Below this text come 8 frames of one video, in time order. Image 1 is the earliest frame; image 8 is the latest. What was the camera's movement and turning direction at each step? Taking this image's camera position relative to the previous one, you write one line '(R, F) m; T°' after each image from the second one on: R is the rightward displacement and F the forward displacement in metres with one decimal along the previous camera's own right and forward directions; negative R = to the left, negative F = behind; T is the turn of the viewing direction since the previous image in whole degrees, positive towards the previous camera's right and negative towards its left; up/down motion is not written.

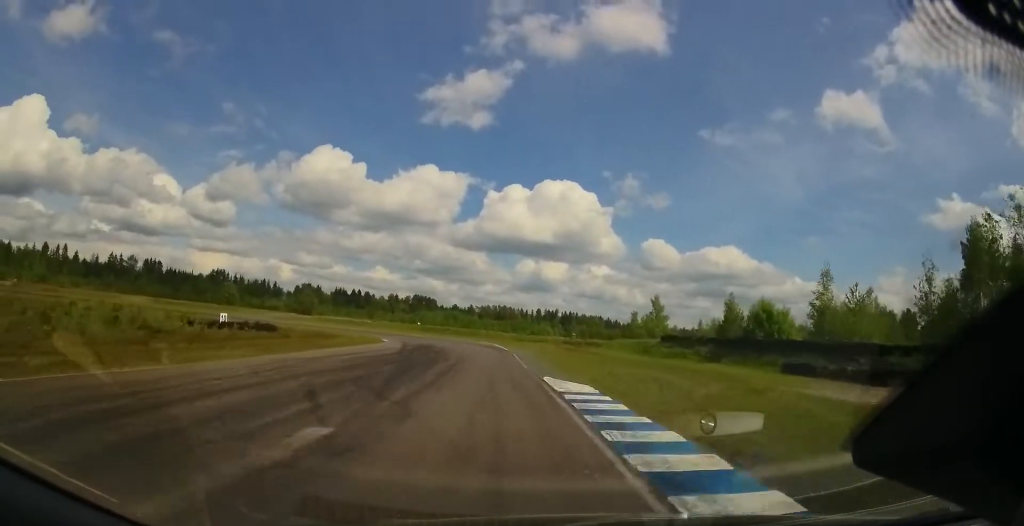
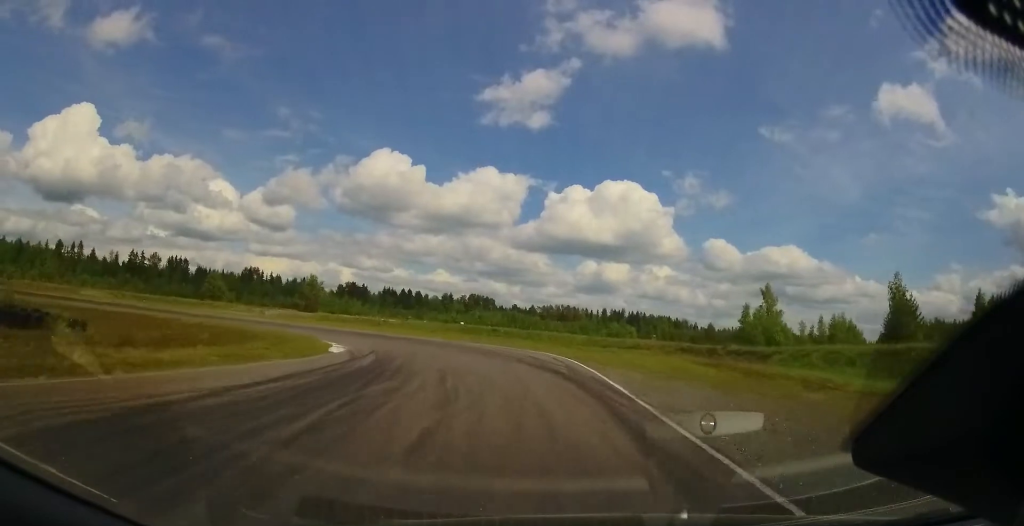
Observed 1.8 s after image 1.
(-3.9, +35.0) m; -11°
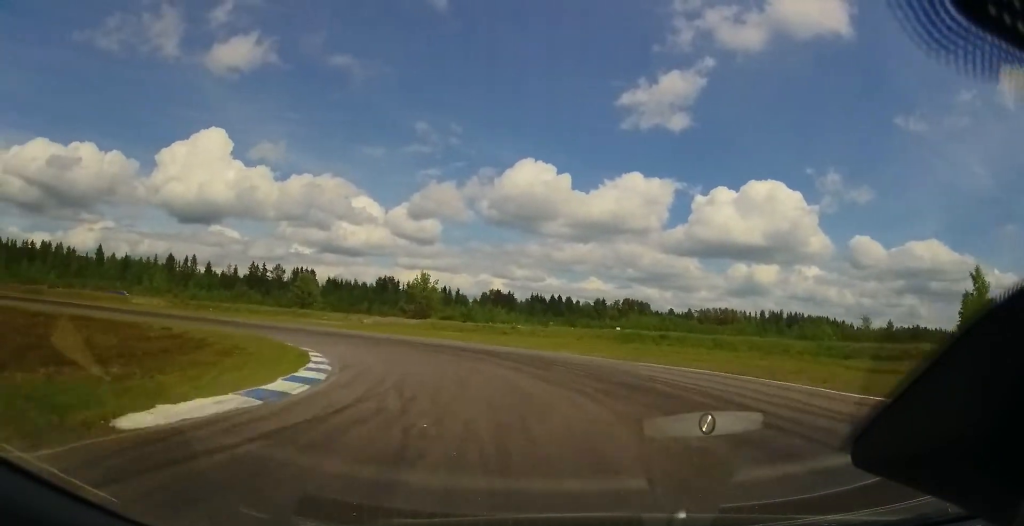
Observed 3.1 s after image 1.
(-2.0, +23.4) m; -14°
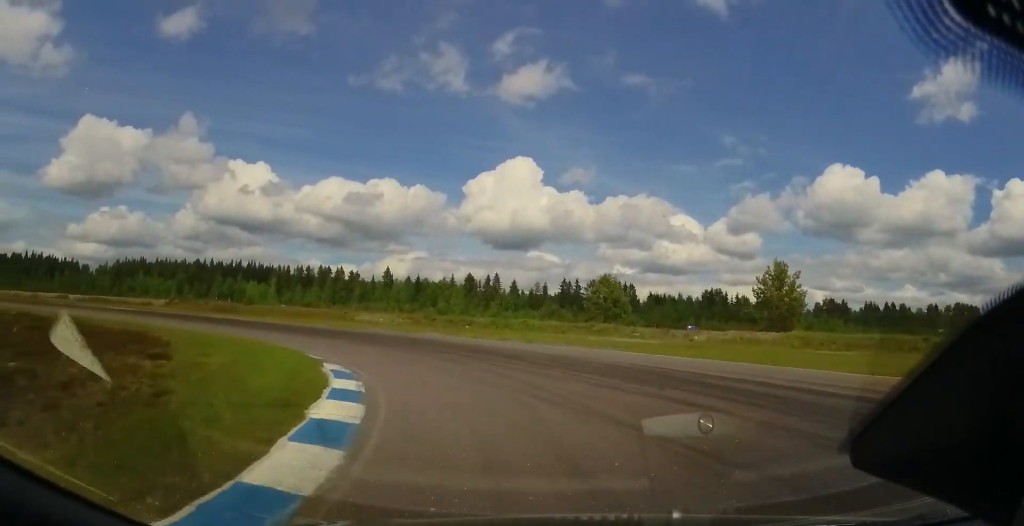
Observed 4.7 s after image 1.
(-5.5, +25.7) m; -30°
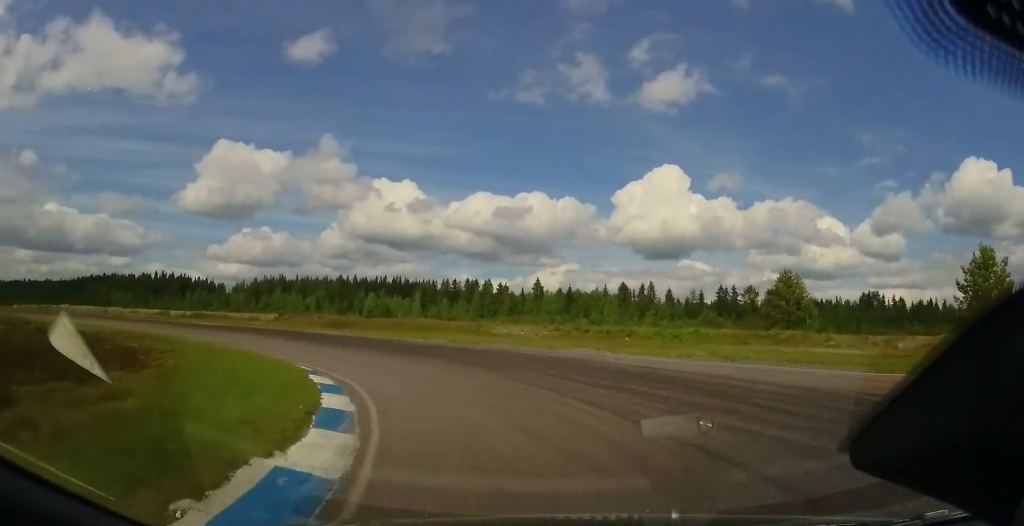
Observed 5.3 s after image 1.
(-0.6, +10.4) m; -28°
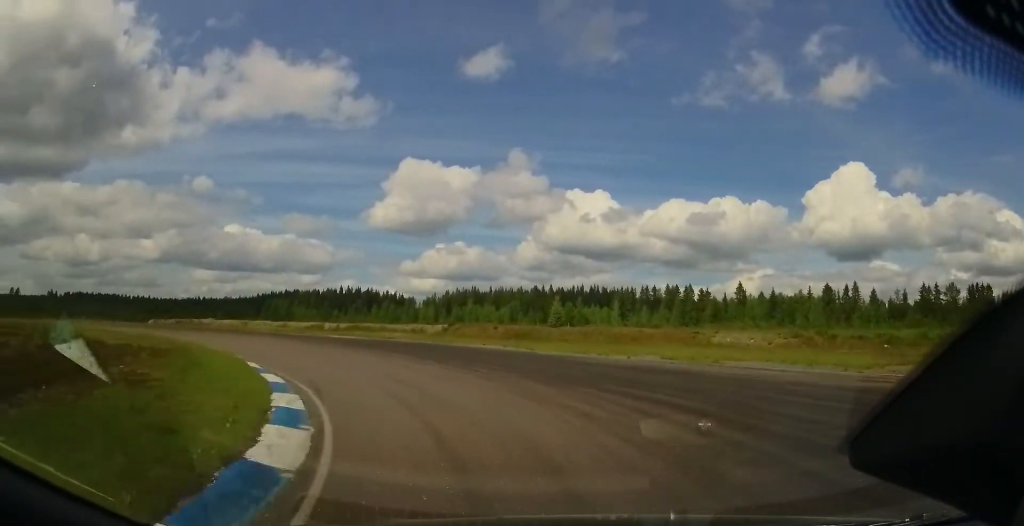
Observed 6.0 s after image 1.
(-3.5, +9.1) m; -29°
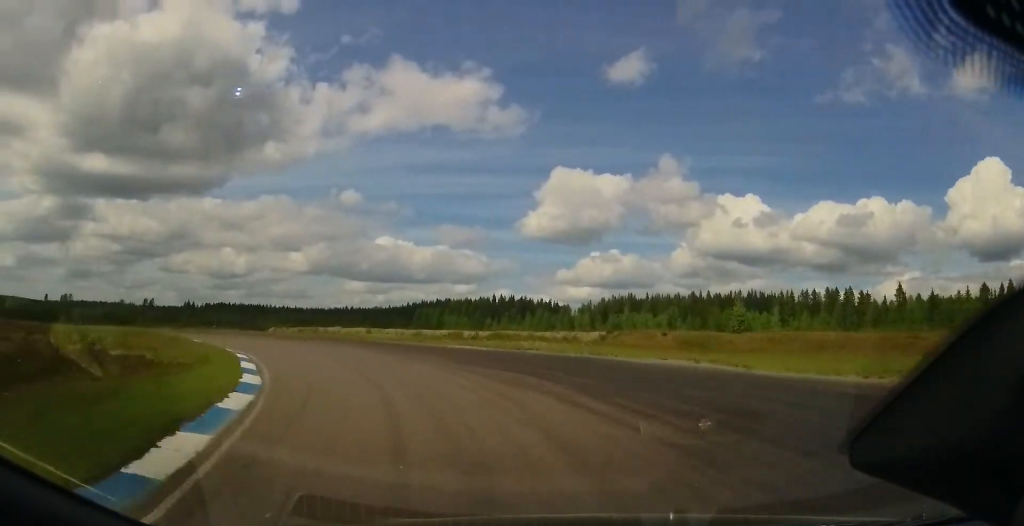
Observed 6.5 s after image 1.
(-3.8, +9.3) m; -21°
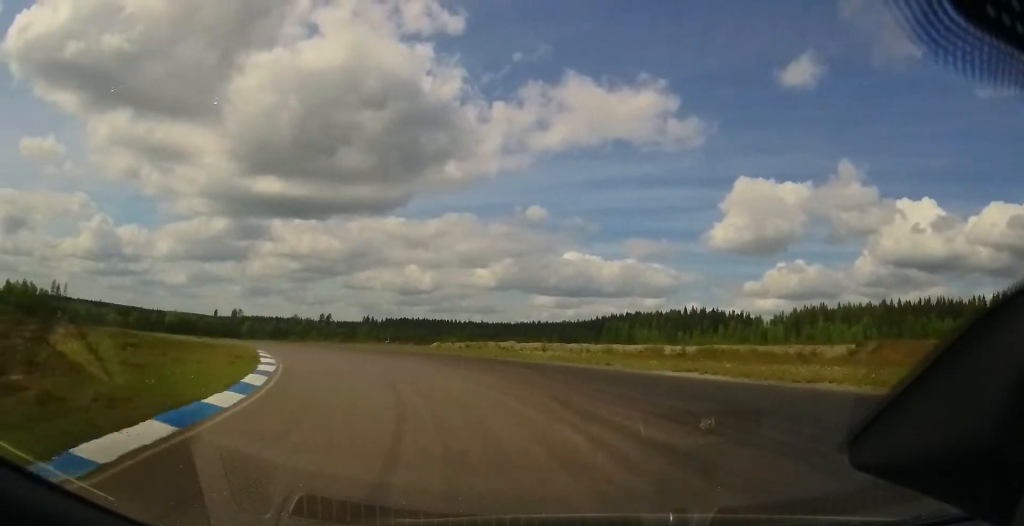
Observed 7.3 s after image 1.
(-0.2, +13.3) m; -1°
